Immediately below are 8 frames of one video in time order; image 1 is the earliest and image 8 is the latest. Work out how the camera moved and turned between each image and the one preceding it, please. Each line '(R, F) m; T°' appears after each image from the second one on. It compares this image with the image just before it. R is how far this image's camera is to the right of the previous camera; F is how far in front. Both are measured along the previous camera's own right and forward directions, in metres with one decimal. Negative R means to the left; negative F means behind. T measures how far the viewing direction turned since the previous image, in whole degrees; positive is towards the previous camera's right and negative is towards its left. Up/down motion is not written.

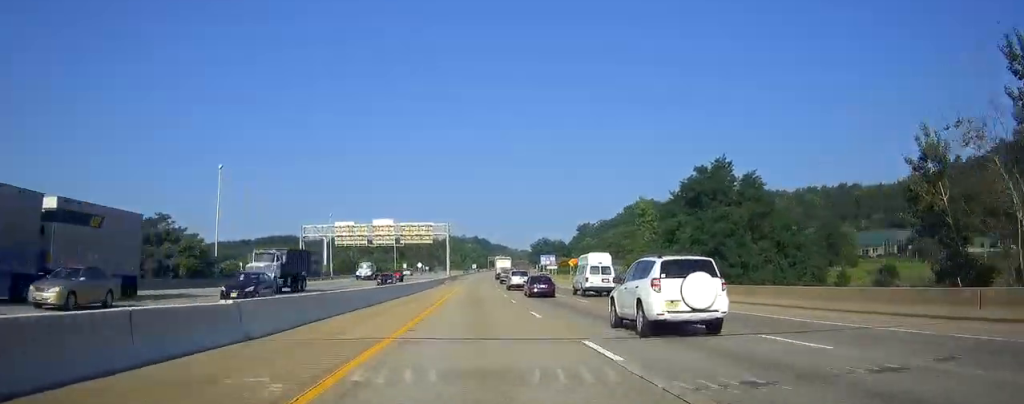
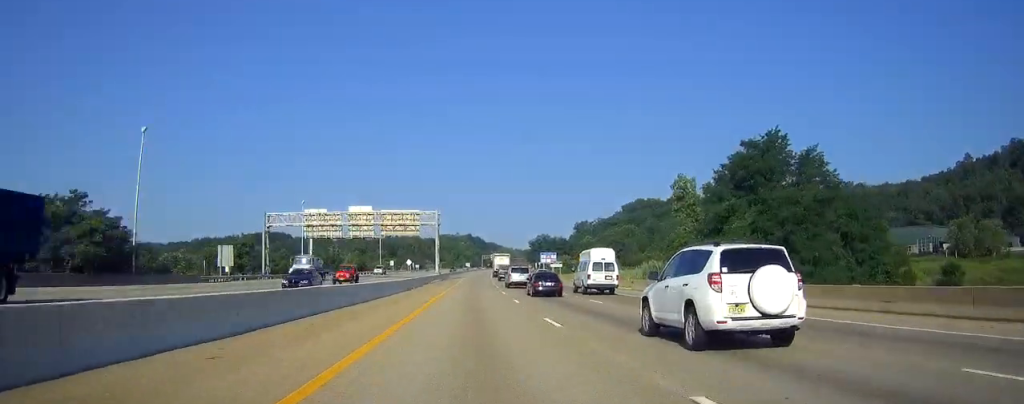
(0.0, +18.1) m; 0°
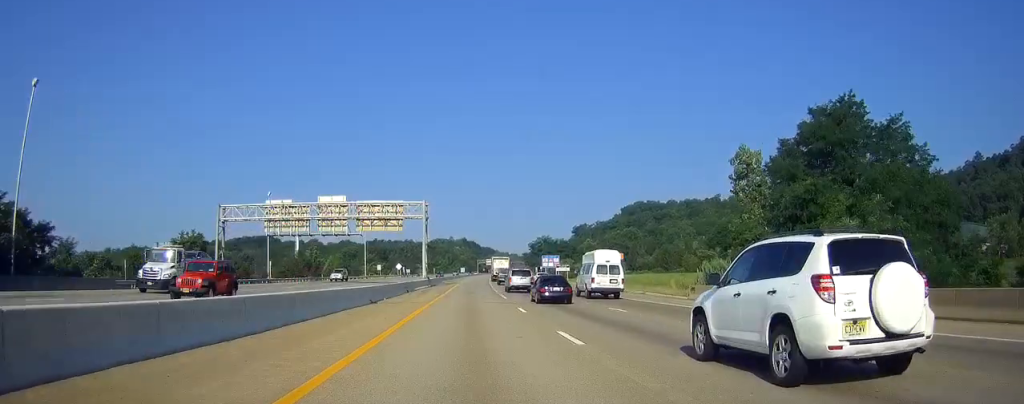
(0.0, +17.1) m; 0°
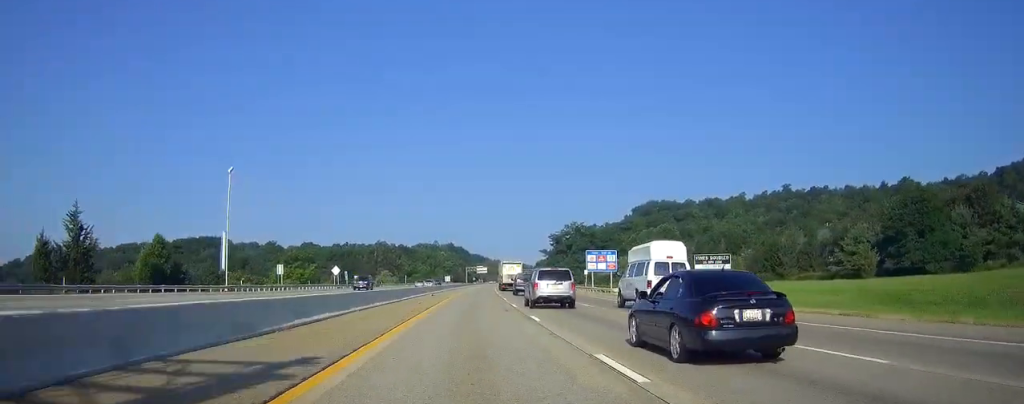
(+1.5, +82.1) m; +2°
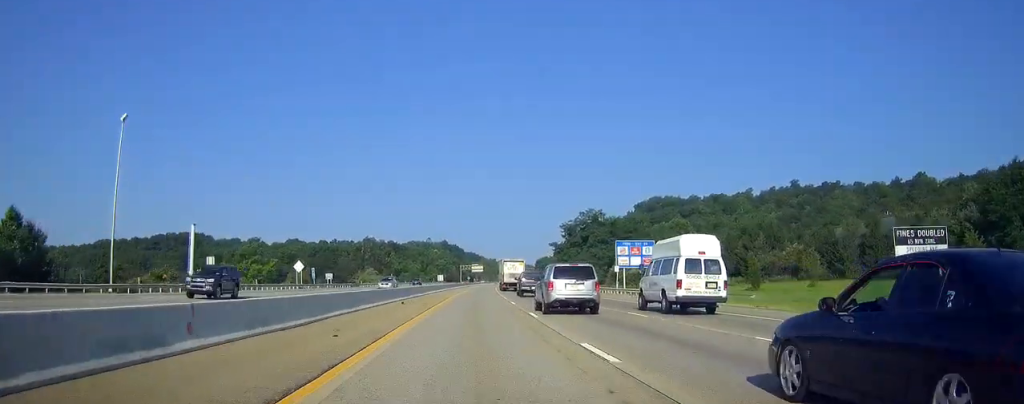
(0.0, +23.6) m; +1°
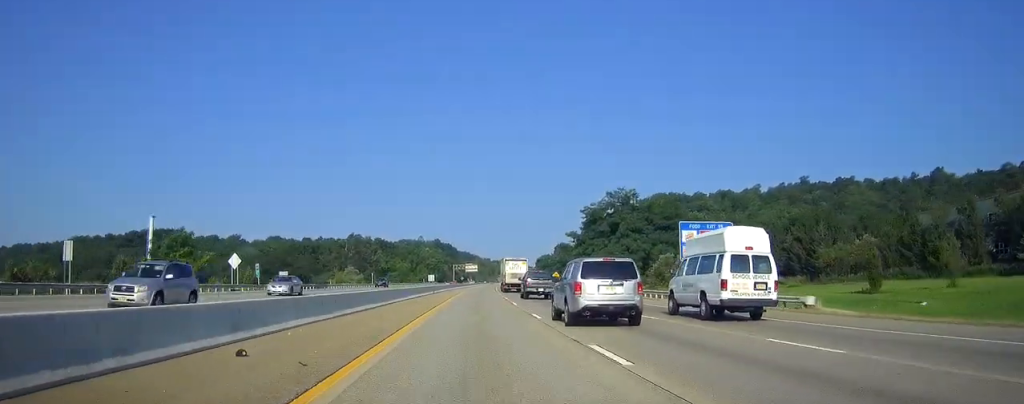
(+0.2, +25.7) m; +1°
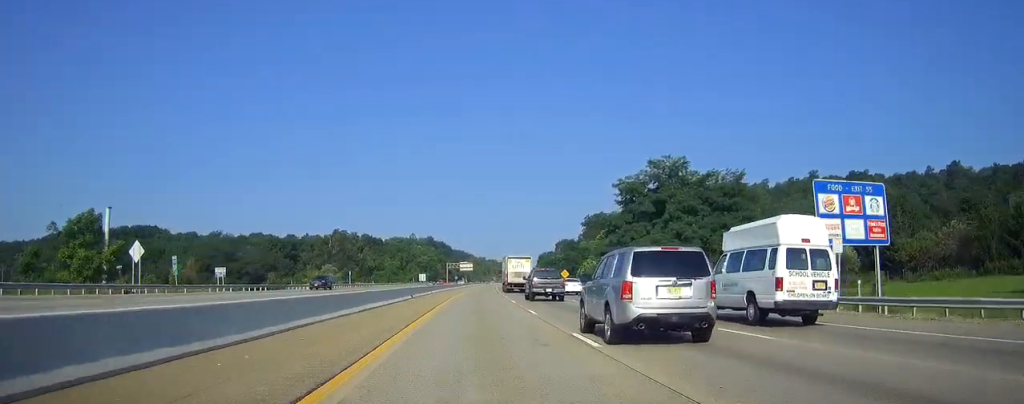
(+0.3, +22.6) m; +1°
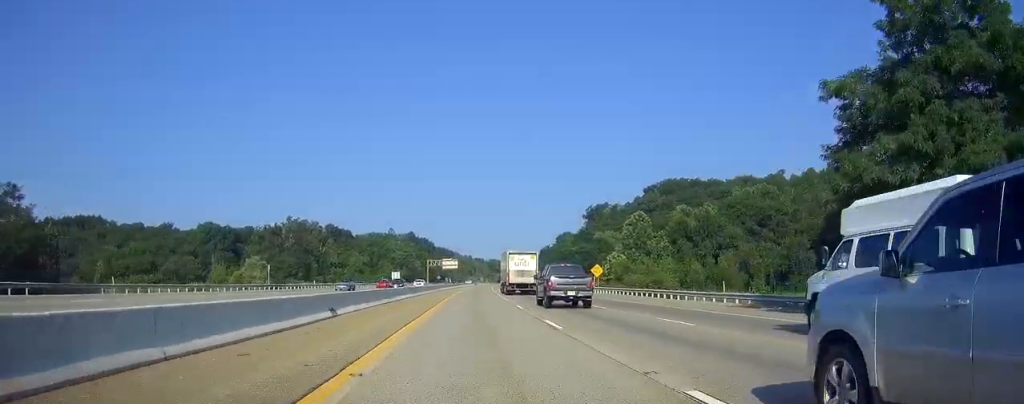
(+0.3, +46.2) m; 0°
